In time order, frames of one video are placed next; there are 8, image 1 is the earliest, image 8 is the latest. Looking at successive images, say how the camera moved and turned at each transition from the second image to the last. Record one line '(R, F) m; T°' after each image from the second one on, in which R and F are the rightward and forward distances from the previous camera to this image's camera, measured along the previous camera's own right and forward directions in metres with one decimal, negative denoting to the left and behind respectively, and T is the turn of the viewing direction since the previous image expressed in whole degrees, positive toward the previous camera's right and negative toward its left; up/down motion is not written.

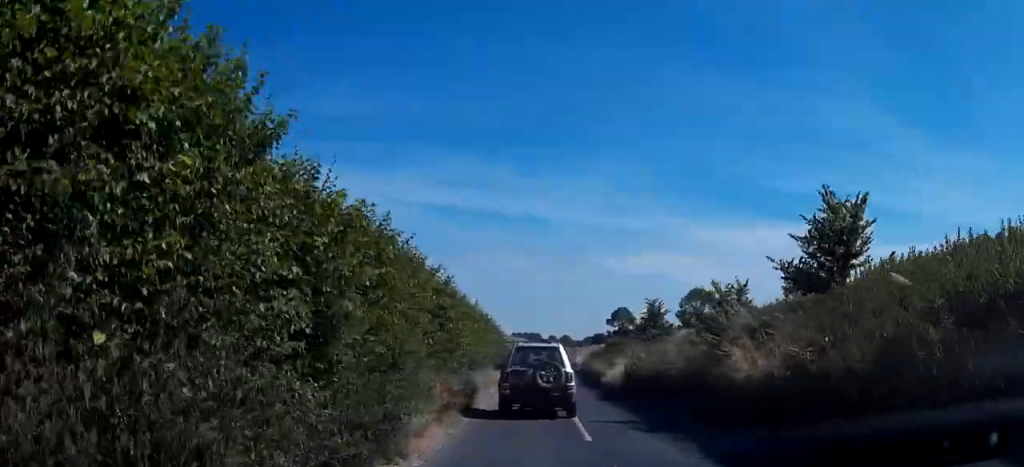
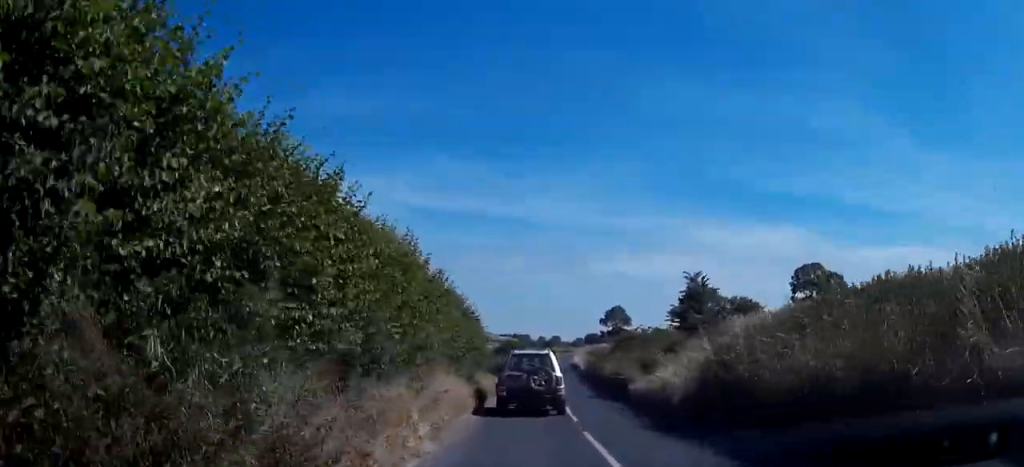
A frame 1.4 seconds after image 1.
(+0.9, +13.0) m; +5°
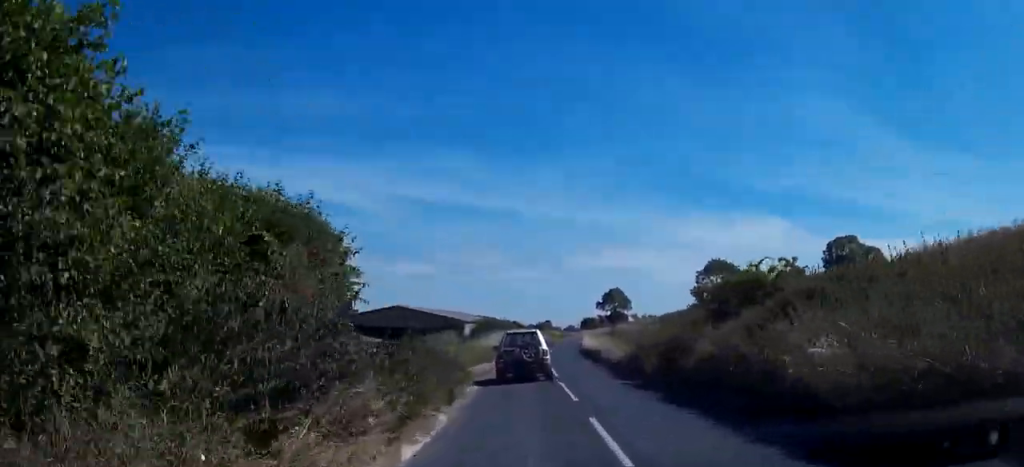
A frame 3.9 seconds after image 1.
(-1.0, +27.8) m; -2°
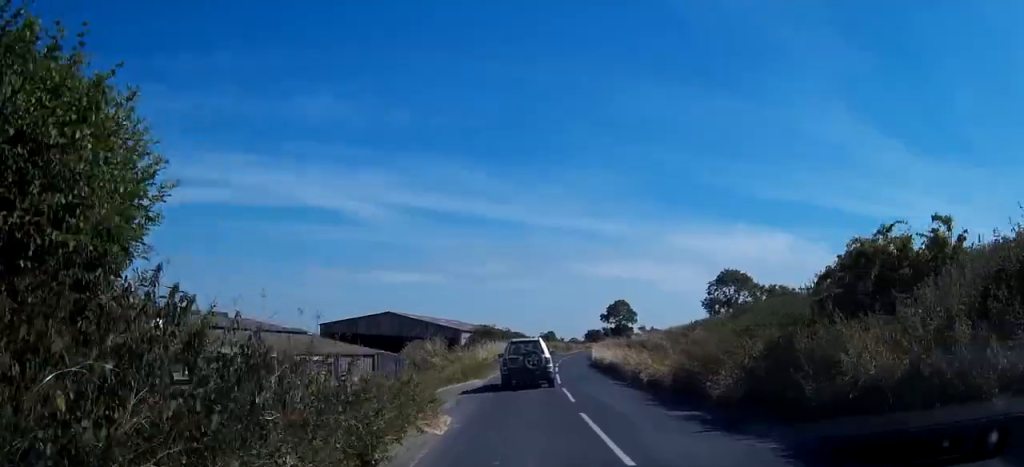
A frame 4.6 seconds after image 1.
(0.0, +8.2) m; -1°
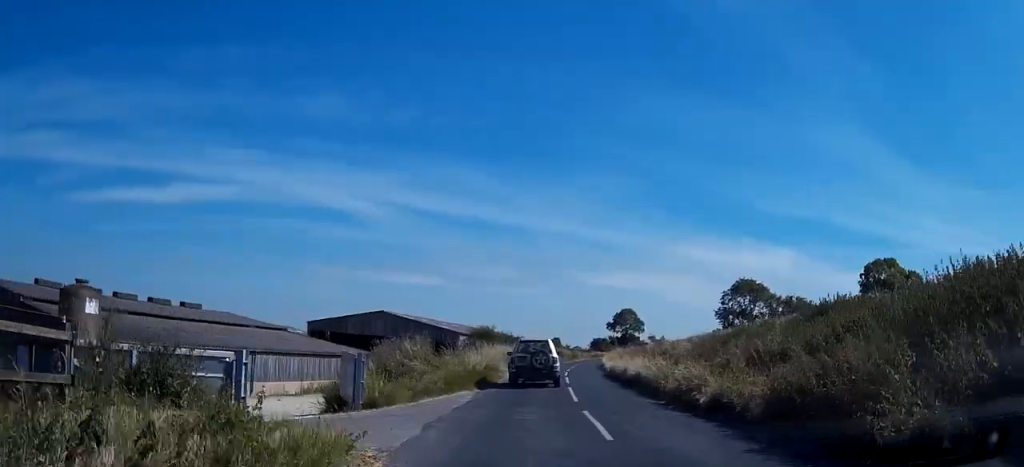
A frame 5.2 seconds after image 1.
(-0.1, +7.8) m; -1°
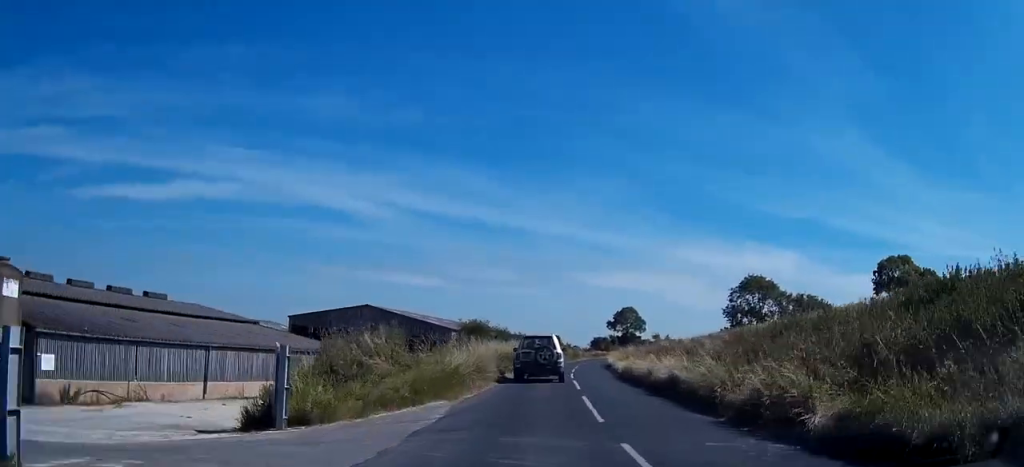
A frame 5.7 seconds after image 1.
(0.0, +7.2) m; 0°
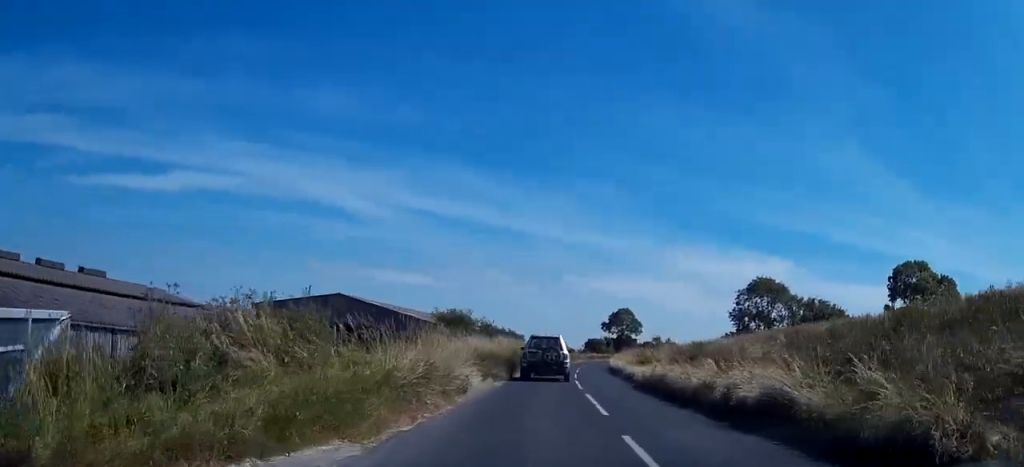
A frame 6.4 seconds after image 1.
(-0.1, +9.7) m; 0°
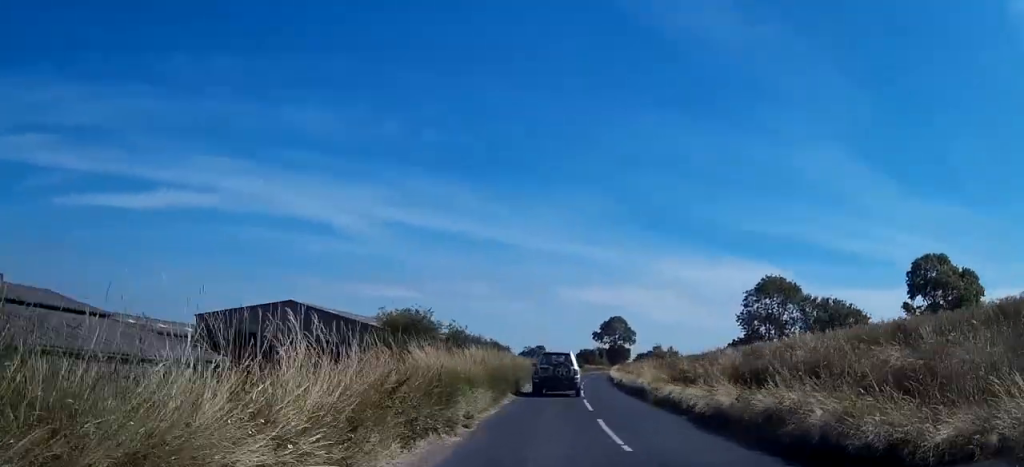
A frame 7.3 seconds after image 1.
(+0.2, +12.3) m; +2°
